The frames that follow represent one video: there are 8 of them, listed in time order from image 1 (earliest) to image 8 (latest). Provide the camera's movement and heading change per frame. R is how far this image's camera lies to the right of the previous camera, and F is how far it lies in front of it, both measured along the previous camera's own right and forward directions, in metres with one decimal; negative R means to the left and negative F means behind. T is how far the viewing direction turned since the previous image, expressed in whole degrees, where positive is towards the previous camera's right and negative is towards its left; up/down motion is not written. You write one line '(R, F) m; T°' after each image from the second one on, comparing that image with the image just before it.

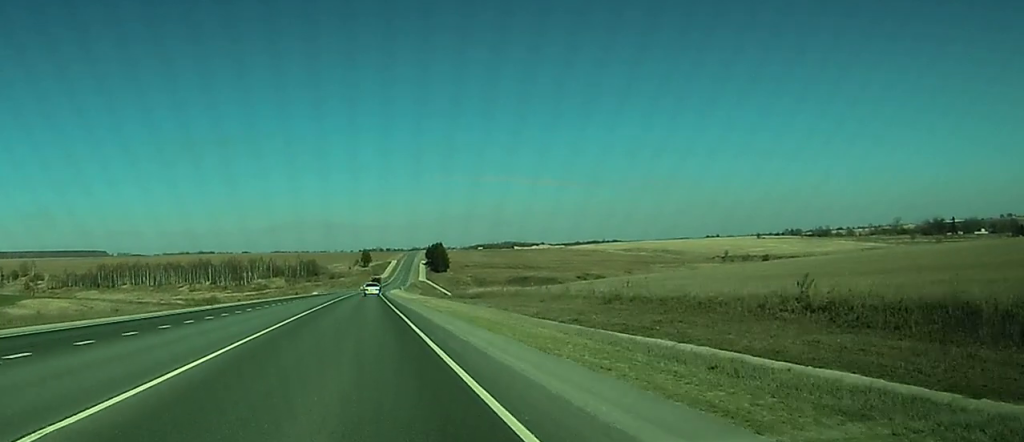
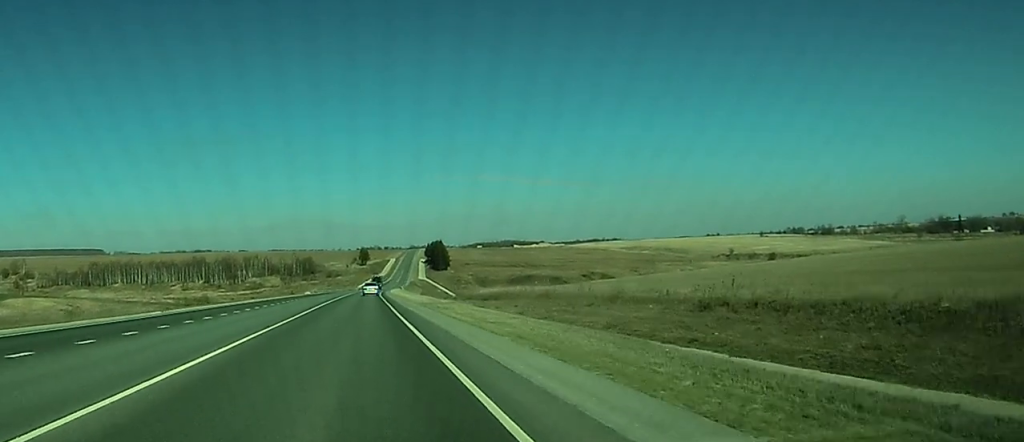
(+0.2, +16.4) m; 0°
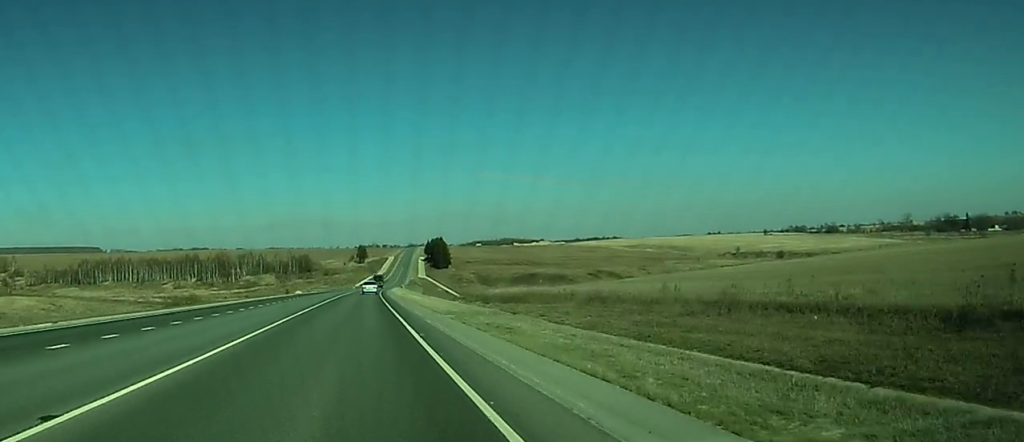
(+0.1, +18.3) m; 0°
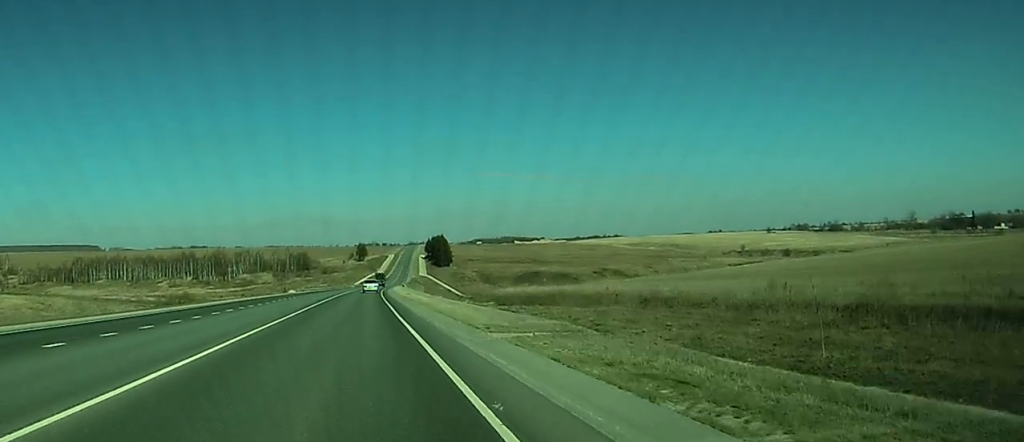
(-0.2, +12.5) m; 0°
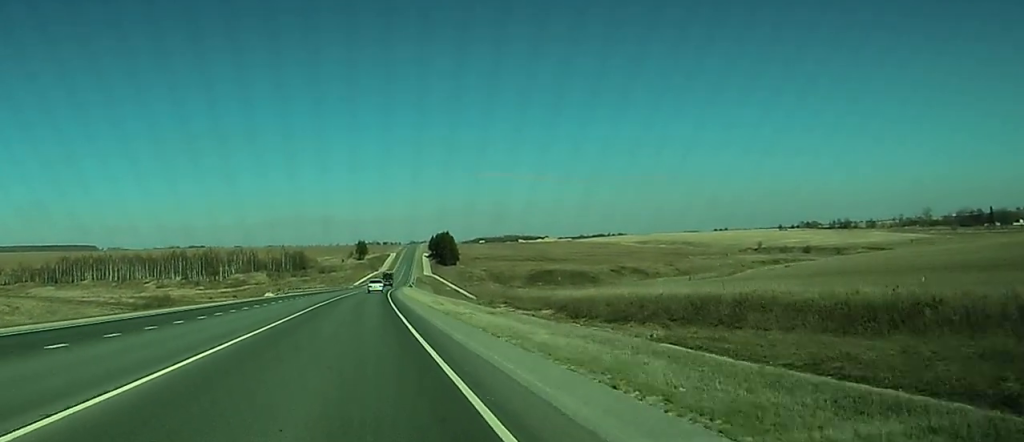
(+0.2, +32.8) m; +1°
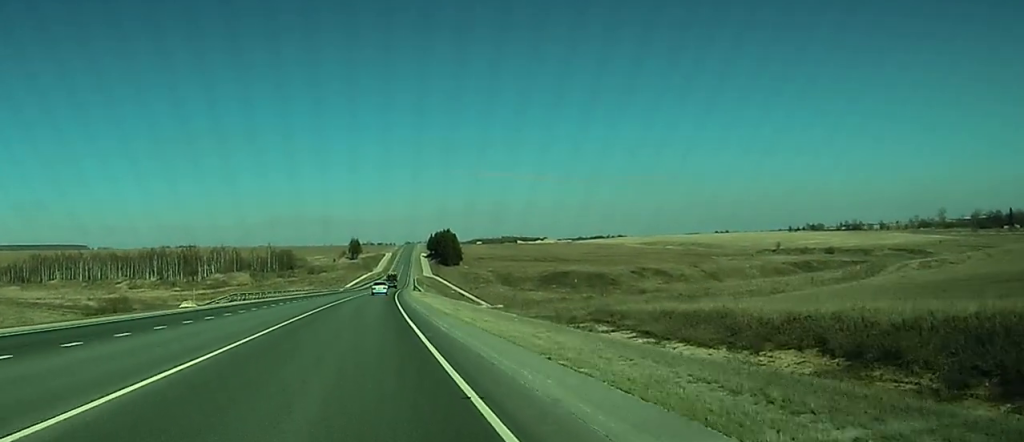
(+0.3, +44.9) m; +1°
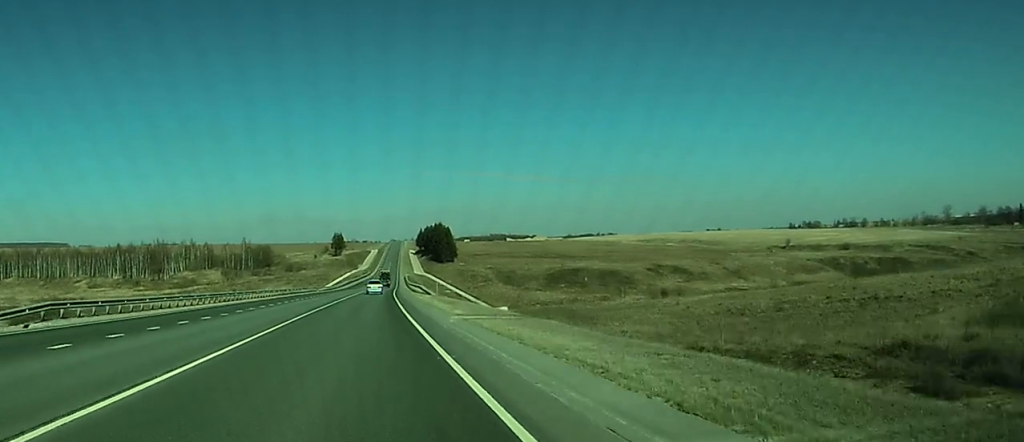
(0.0, +42.7) m; 0°
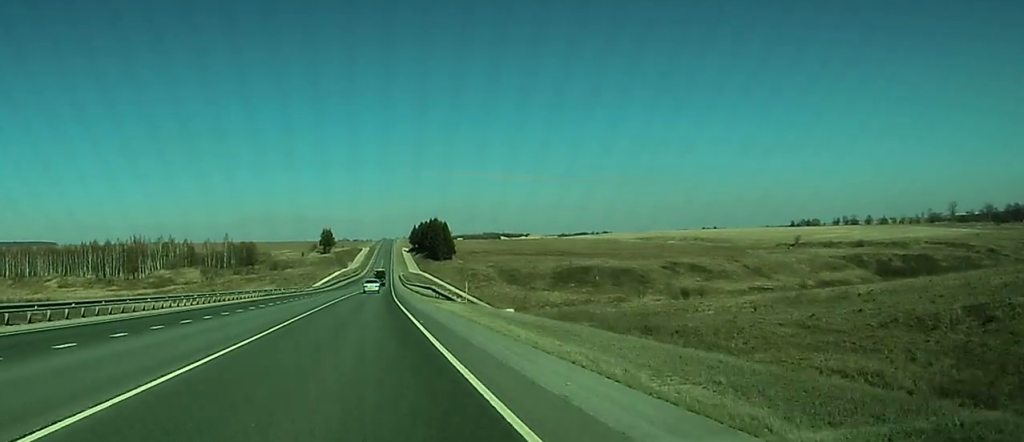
(+0.2, +28.9) m; +1°
